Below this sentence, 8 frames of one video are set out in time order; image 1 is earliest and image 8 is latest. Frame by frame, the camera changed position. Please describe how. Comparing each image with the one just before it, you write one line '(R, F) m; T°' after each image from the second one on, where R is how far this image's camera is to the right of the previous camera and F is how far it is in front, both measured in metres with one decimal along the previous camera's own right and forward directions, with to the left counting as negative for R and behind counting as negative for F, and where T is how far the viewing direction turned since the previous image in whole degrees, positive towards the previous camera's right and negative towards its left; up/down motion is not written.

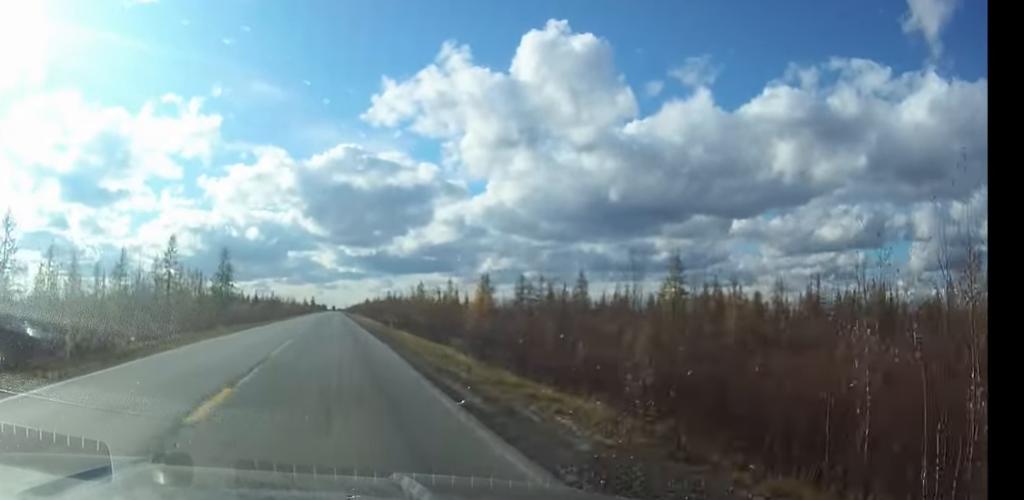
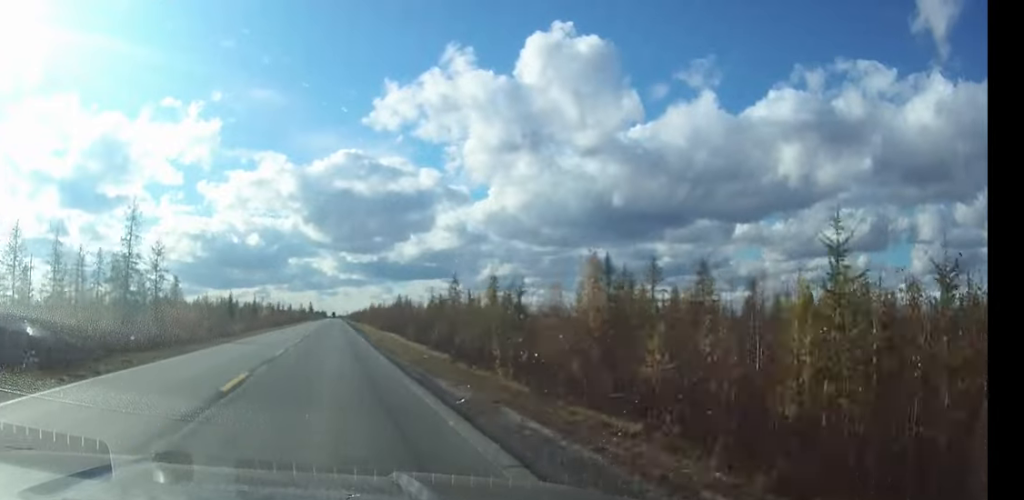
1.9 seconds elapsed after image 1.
(0.0, +44.2) m; 0°
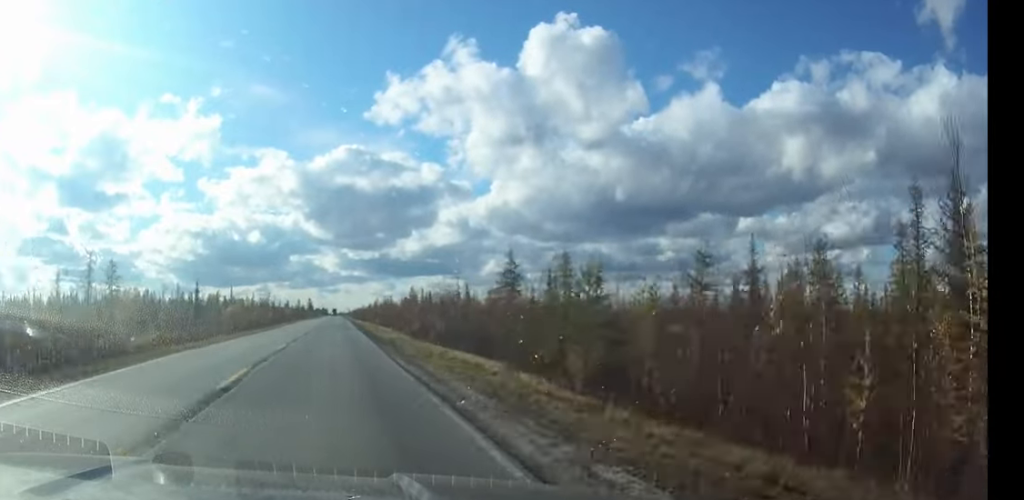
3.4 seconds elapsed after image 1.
(0.0, +35.3) m; 0°
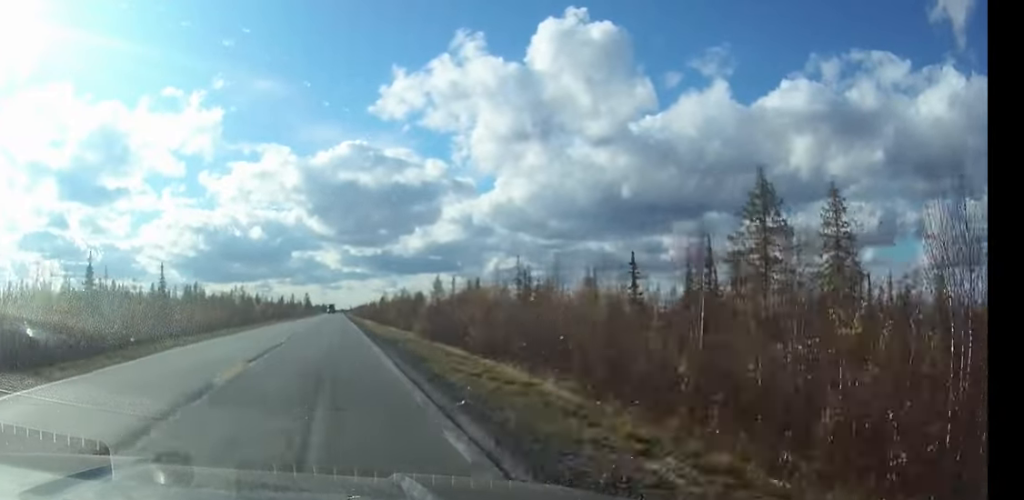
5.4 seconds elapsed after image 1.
(0.0, +47.4) m; 0°
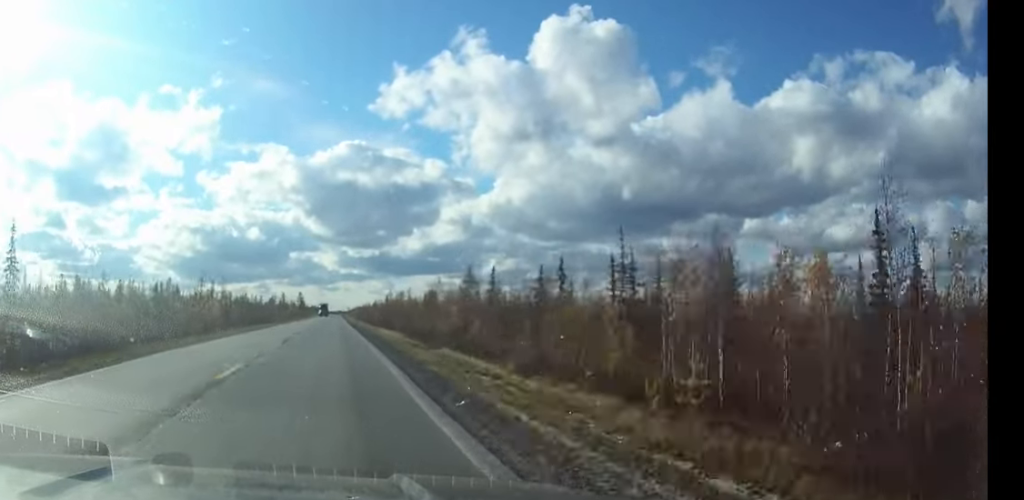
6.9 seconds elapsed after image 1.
(0.0, +35.6) m; 0°
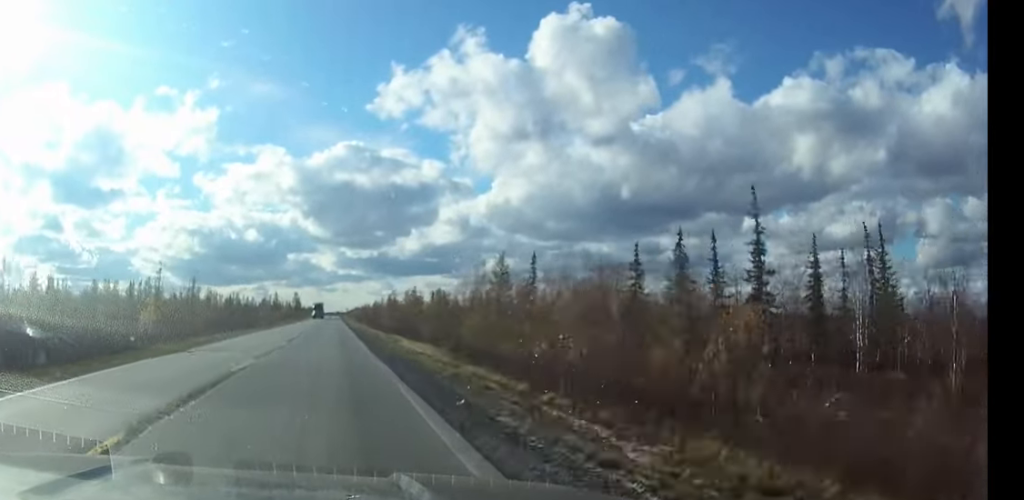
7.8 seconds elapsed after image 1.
(+0.1, +21.9) m; 0°
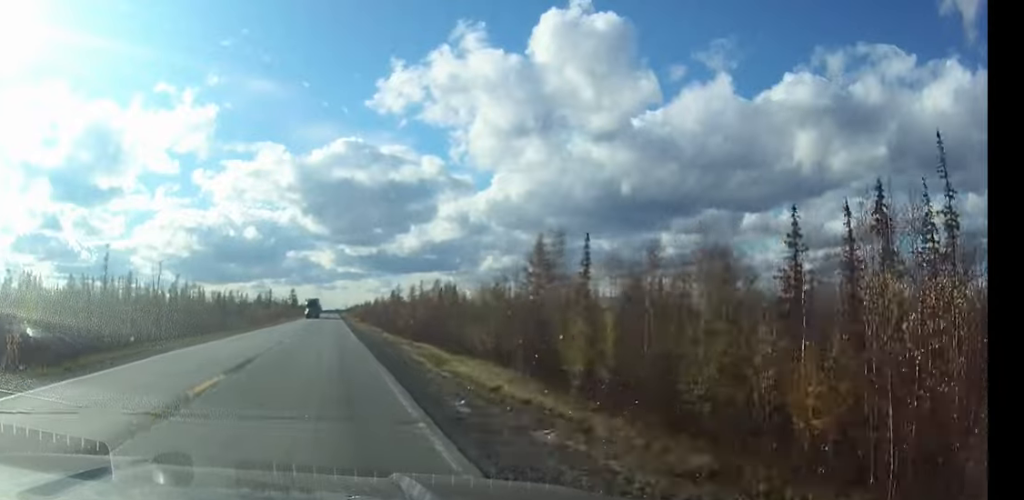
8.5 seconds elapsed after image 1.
(0.0, +18.4) m; 0°
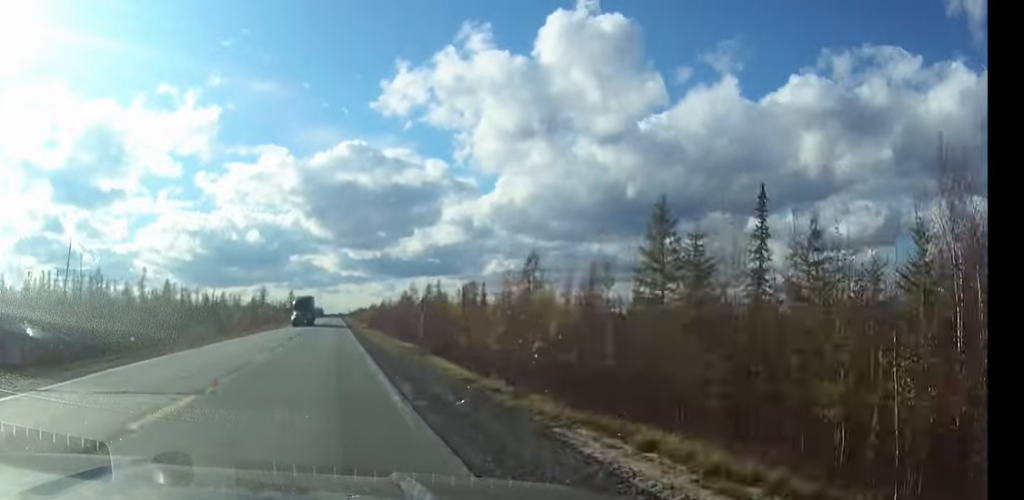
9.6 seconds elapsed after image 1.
(-0.1, +28.4) m; 0°
